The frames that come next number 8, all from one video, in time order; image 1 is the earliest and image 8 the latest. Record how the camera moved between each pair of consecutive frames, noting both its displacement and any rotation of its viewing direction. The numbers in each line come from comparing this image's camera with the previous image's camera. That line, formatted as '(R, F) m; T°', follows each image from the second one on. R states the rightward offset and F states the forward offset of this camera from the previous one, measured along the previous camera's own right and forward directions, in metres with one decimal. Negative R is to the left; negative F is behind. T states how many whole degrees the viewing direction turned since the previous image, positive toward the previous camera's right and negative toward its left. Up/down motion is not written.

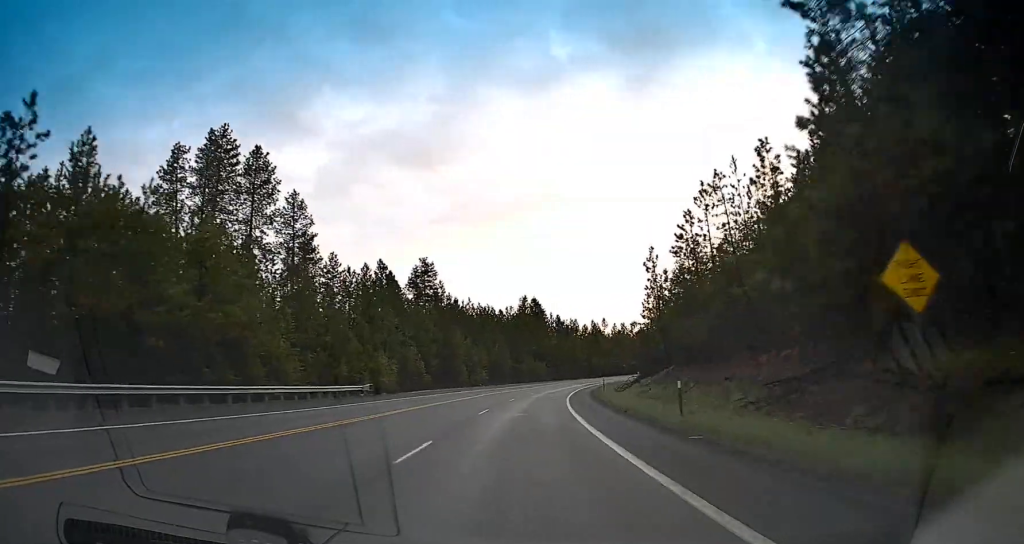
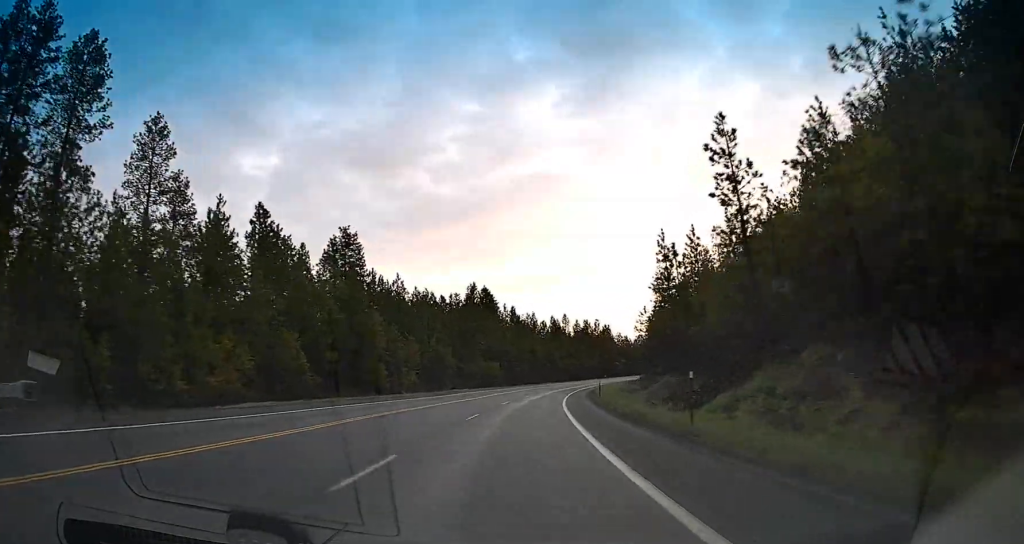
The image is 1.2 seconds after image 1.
(+0.8, +31.9) m; +4°
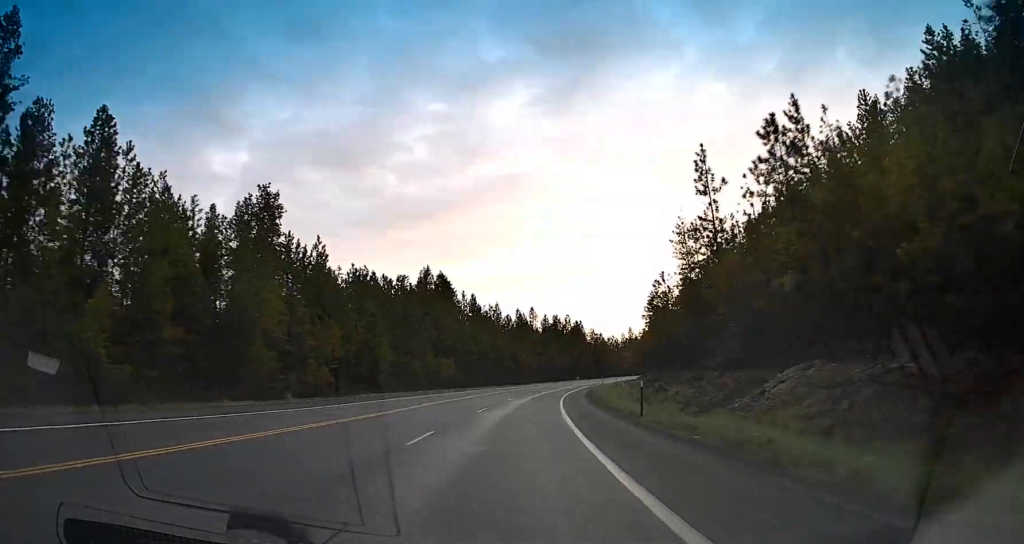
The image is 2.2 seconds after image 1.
(+0.7, +23.7) m; +3°
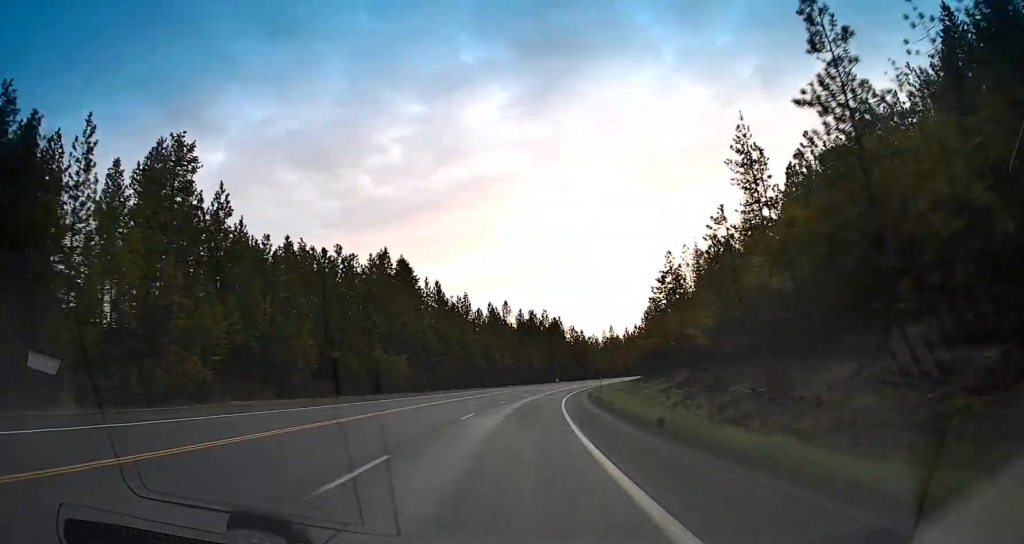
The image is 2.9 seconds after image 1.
(+0.3, +19.2) m; +3°
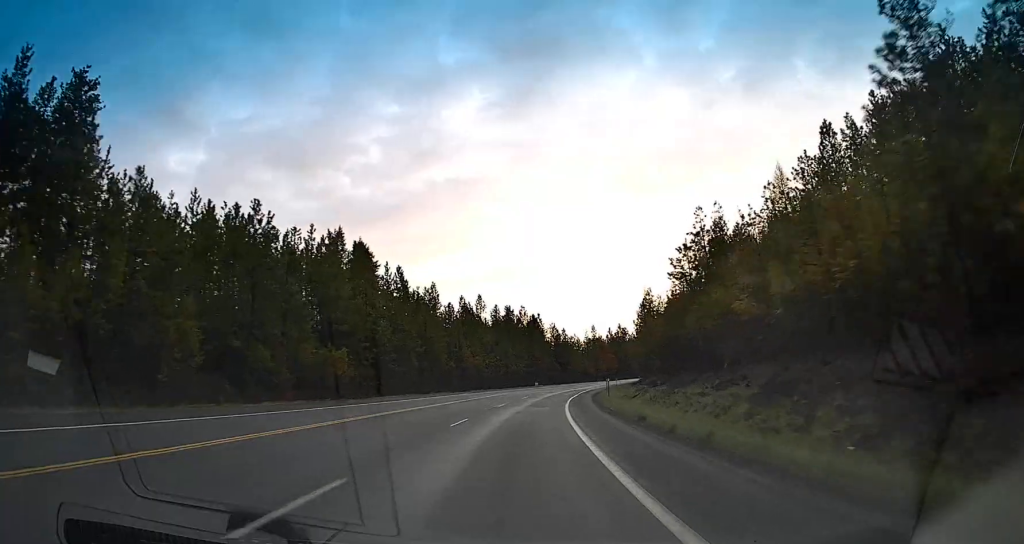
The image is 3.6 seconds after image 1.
(+0.4, +16.4) m; +3°
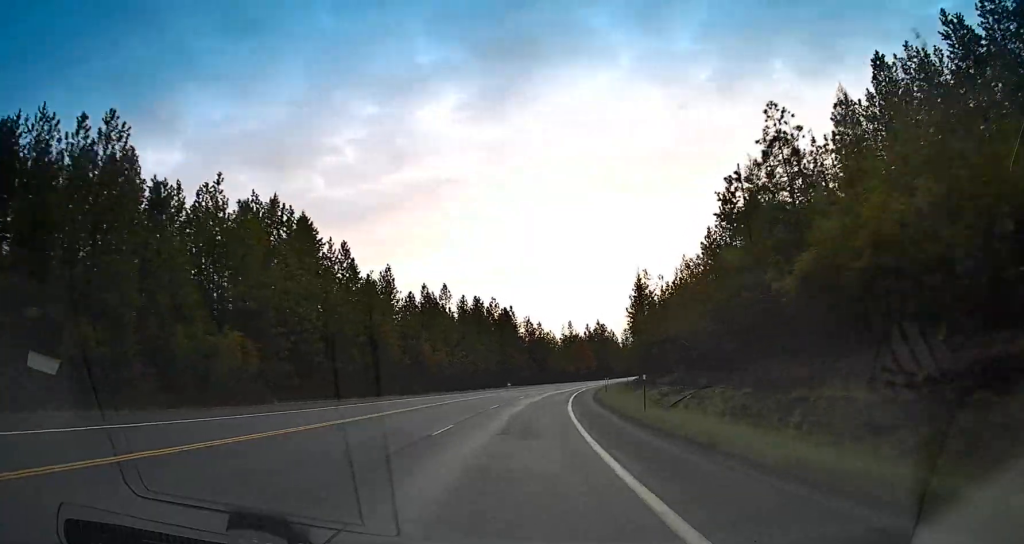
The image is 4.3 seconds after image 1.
(+0.7, +17.2) m; +2°
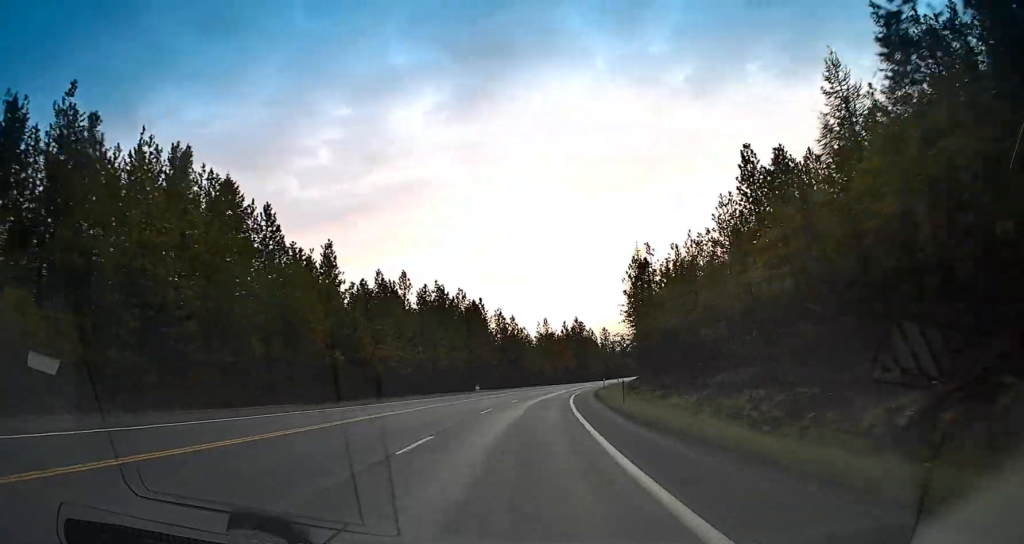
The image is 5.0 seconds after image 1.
(+0.4, +19.6) m; +2°
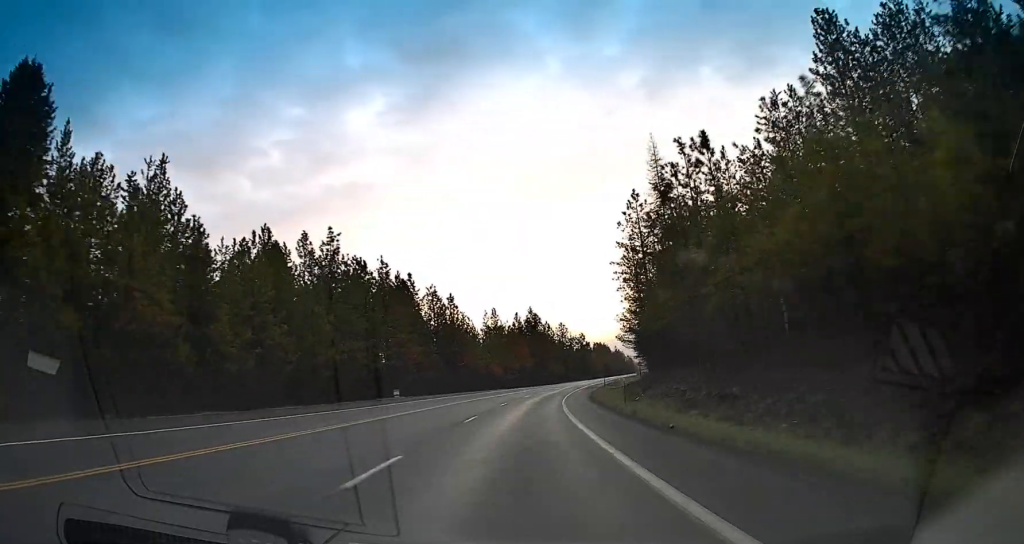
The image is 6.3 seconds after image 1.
(+1.3, +36.7) m; +4°
